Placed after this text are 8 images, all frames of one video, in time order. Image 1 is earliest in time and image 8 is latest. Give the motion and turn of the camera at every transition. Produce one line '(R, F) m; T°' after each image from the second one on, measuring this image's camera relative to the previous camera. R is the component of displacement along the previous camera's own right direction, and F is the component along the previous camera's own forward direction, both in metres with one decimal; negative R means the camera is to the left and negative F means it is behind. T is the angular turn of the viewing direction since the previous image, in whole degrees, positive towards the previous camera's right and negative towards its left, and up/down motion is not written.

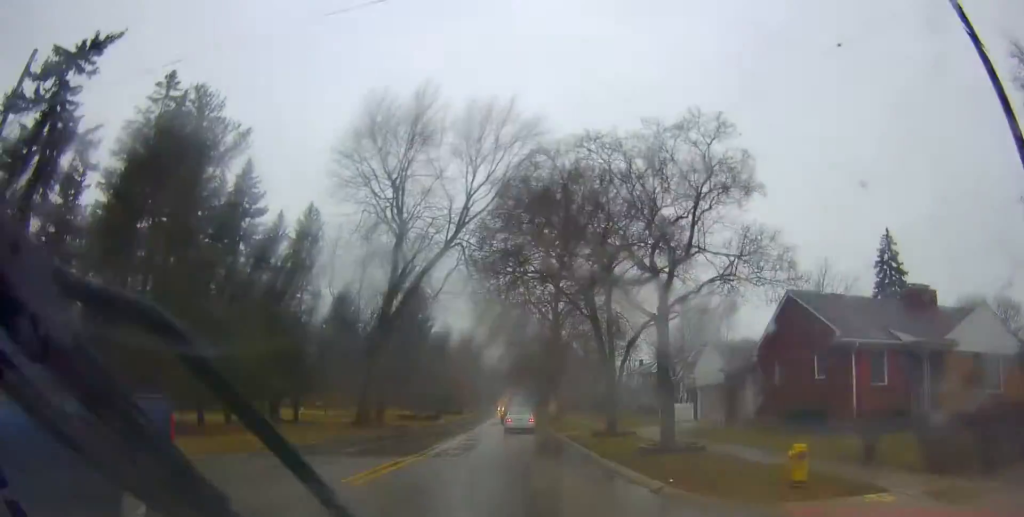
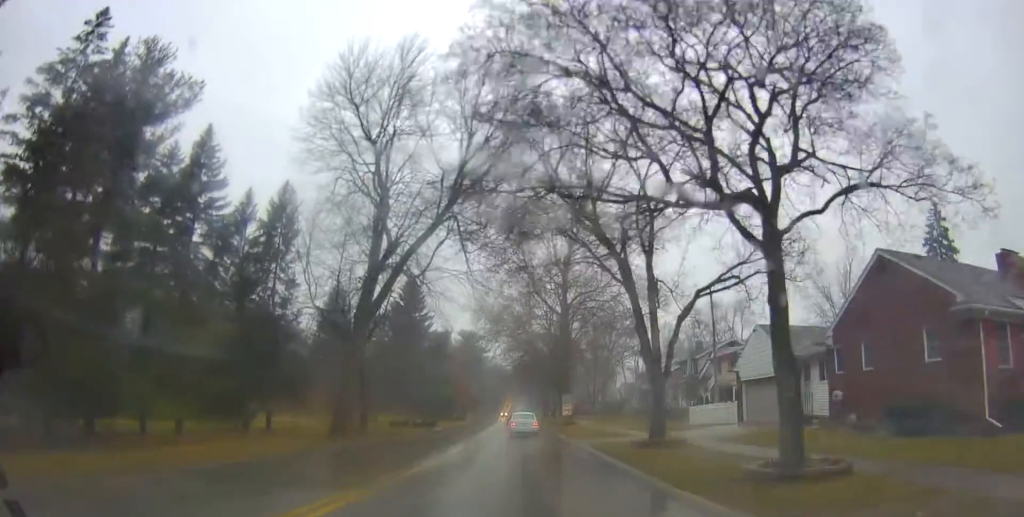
(-0.2, +6.9) m; -1°
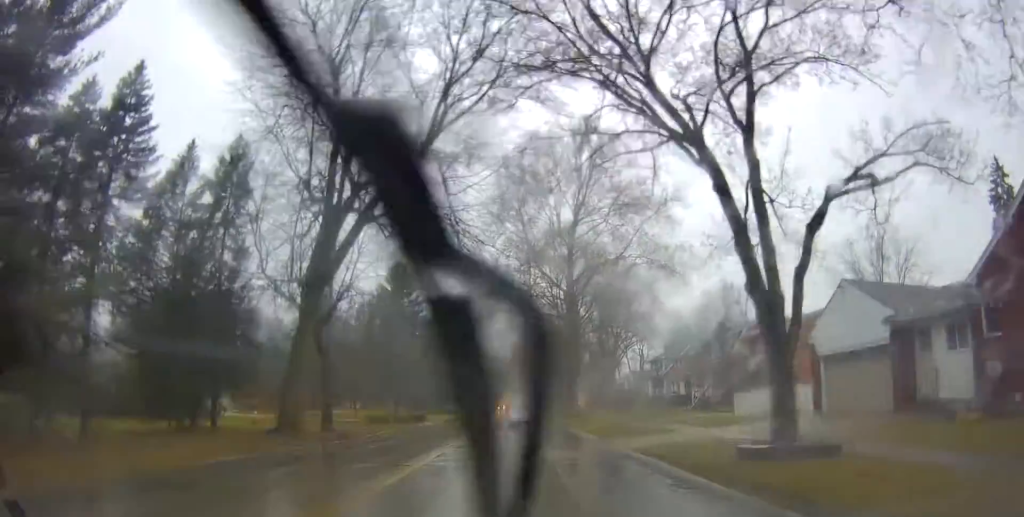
(-0.5, +8.3) m; 0°
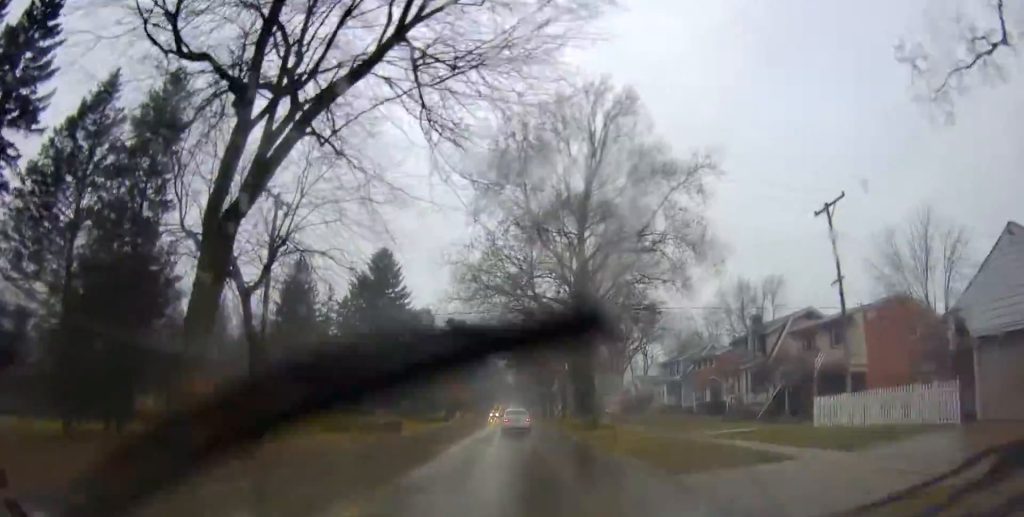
(+0.6, +9.3) m; 0°
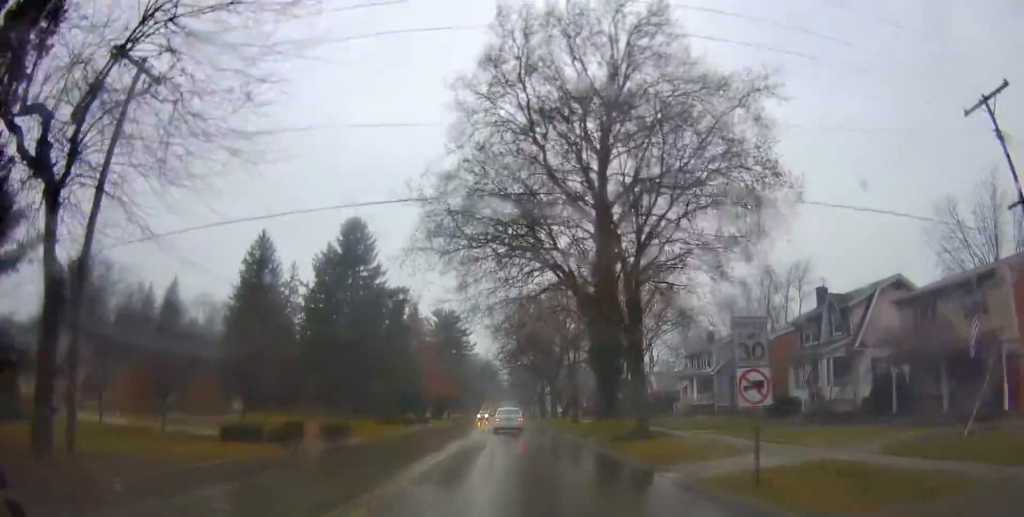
(-0.5, +12.5) m; 0°
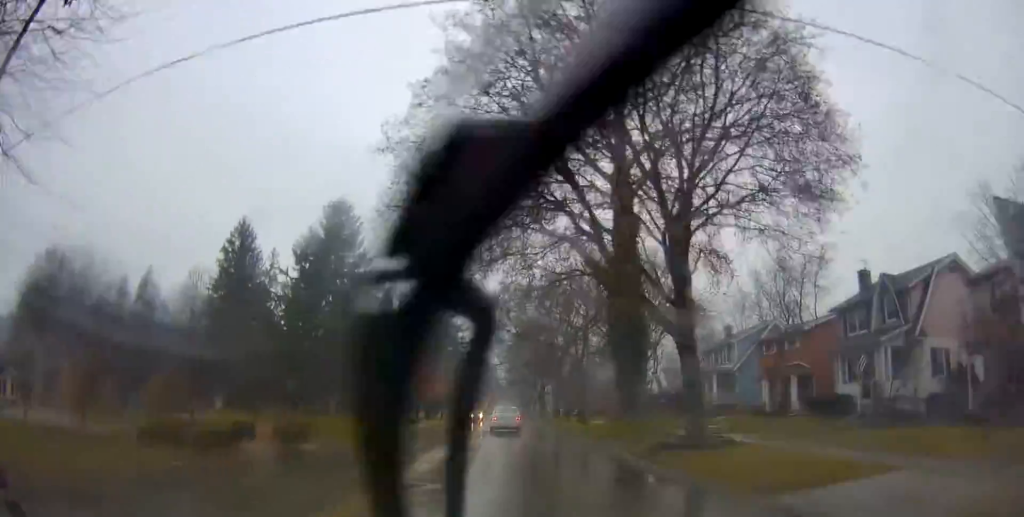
(0.0, +5.8) m; 0°
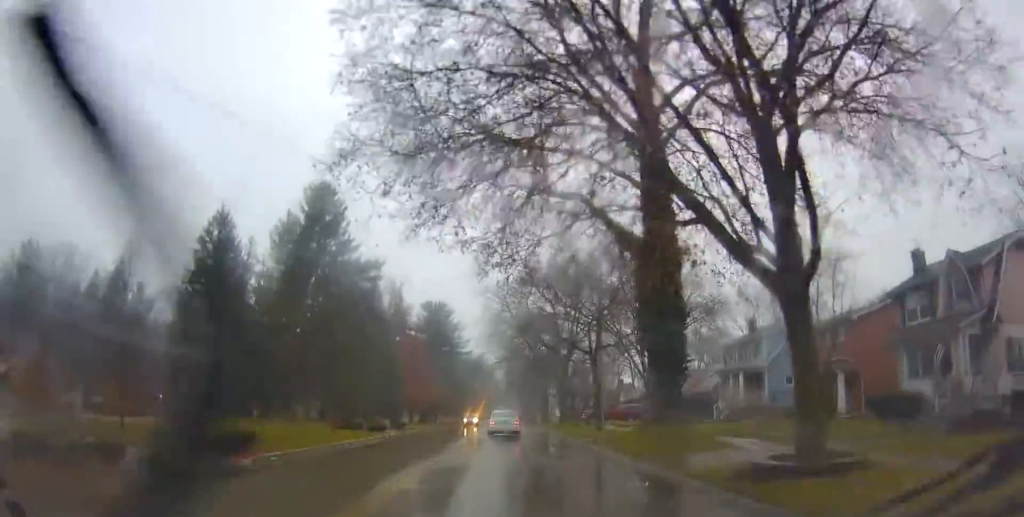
(+0.3, +5.9) m; +1°
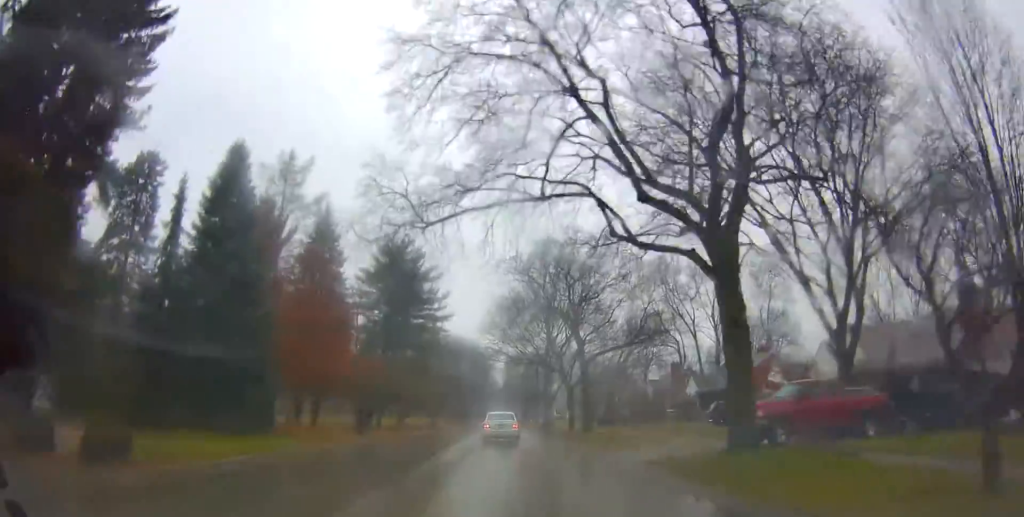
(+0.7, +37.7) m; +1°
